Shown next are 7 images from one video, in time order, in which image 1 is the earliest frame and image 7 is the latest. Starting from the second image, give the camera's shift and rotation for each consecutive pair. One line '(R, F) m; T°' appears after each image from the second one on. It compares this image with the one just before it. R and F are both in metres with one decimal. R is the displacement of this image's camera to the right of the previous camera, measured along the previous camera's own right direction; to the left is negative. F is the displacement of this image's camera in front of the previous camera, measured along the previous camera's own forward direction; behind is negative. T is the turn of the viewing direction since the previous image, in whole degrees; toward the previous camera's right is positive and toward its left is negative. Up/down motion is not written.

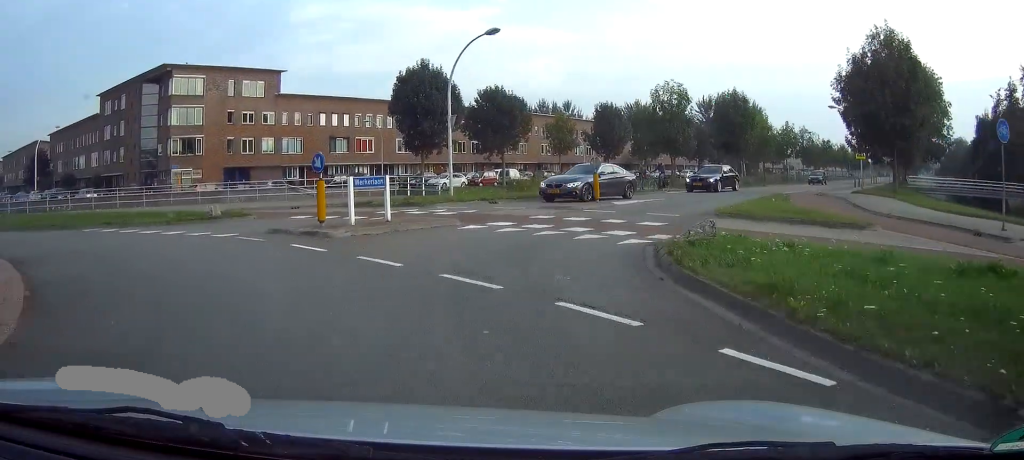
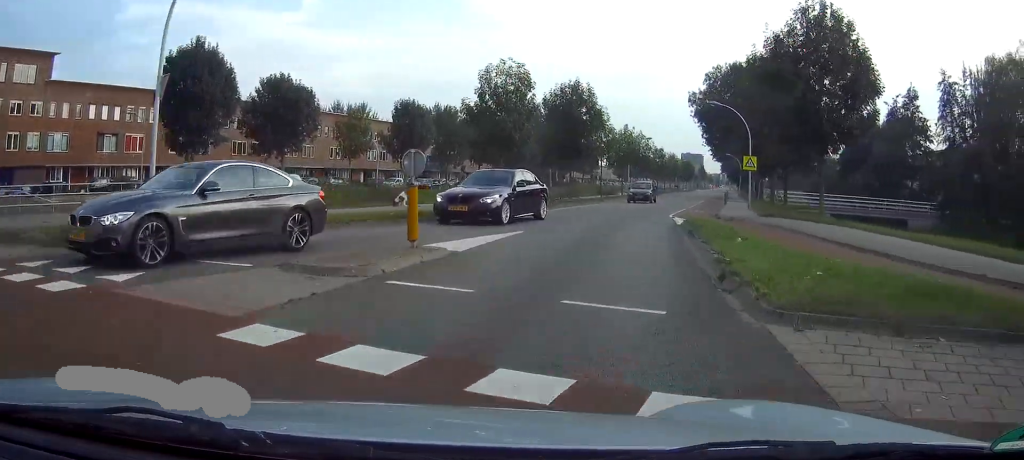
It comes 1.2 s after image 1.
(+0.2, +11.2) m; +11°
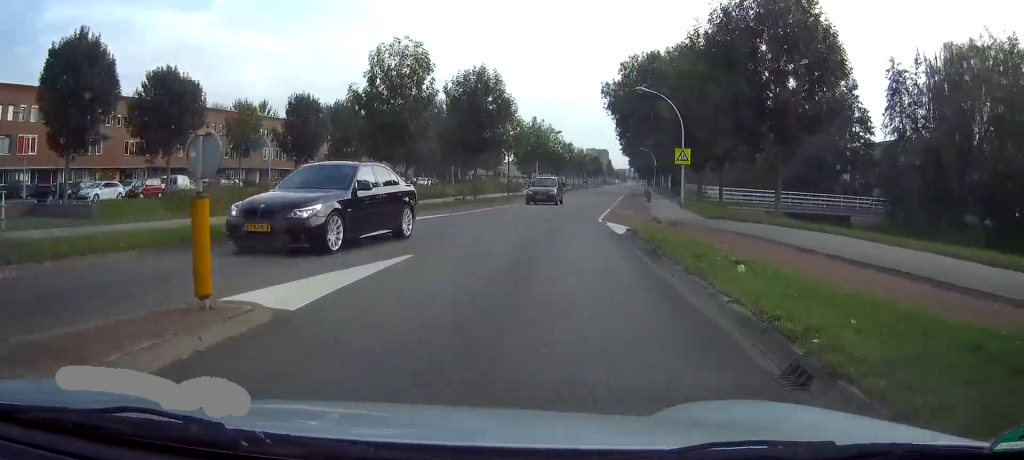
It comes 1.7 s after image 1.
(0.0, +4.5) m; +8°
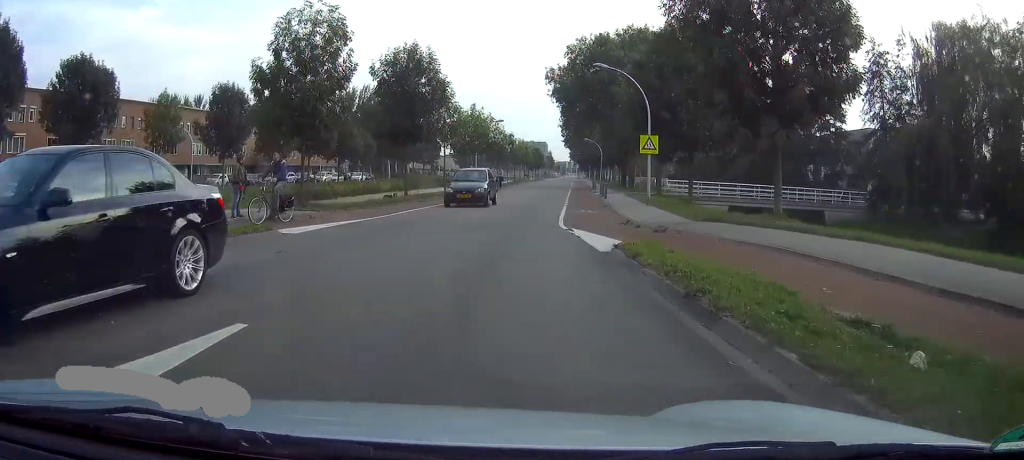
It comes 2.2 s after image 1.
(+0.6, +4.9) m; +5°
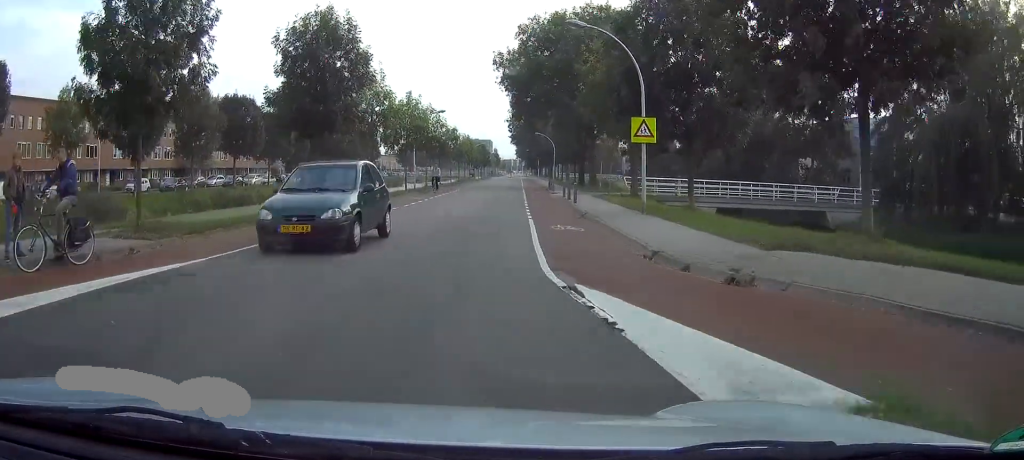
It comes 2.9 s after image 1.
(+0.6, +7.9) m; +6°
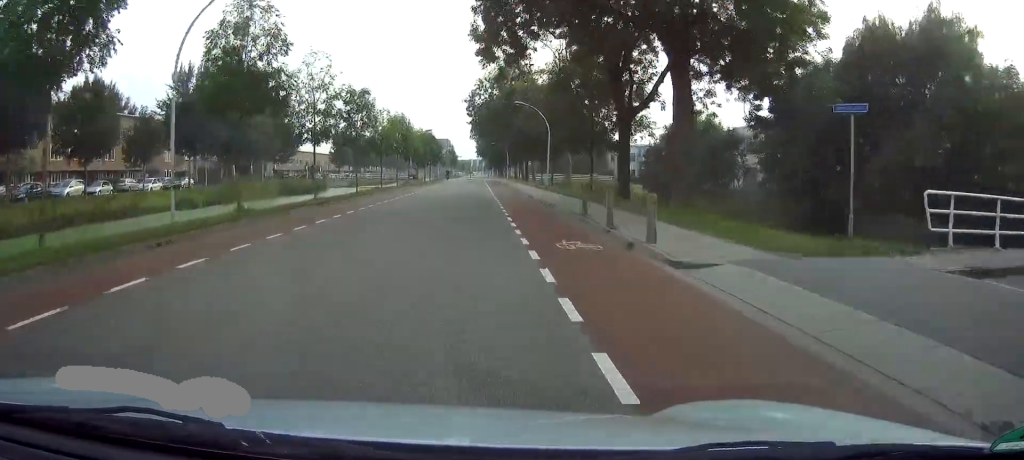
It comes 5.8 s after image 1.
(+1.5, +36.3) m; +3°
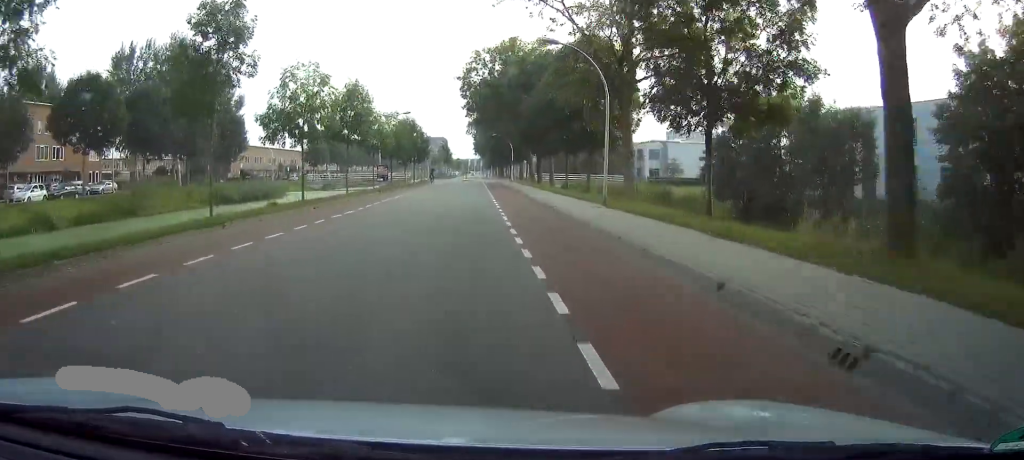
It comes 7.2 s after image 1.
(-0.1, +22.1) m; 0°
